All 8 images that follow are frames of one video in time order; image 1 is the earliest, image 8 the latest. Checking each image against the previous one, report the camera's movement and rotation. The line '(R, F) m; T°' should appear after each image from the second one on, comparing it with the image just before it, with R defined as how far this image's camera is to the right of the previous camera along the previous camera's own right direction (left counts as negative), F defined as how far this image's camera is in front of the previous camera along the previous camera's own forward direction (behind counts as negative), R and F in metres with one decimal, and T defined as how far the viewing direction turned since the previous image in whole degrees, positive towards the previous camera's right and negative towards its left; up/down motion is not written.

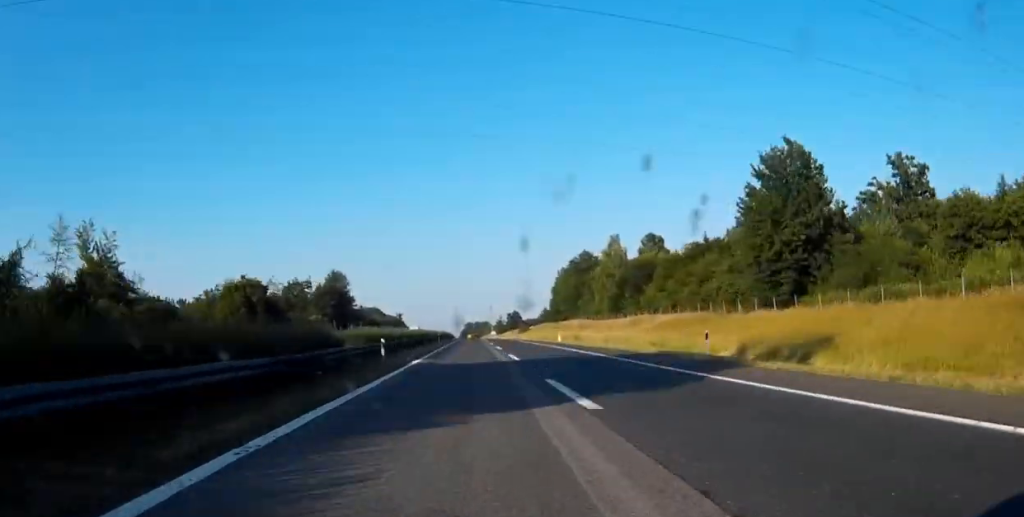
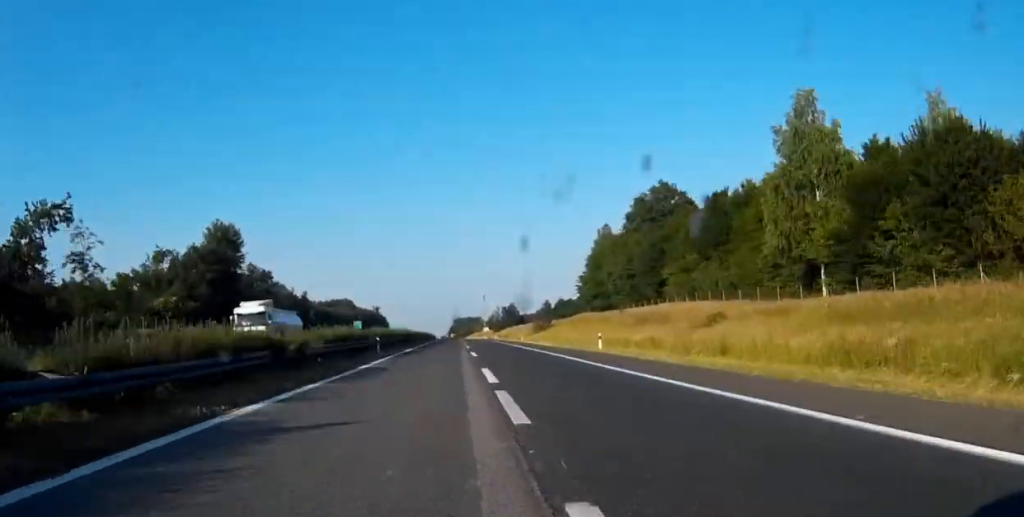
(-0.1, +71.1) m; -1°
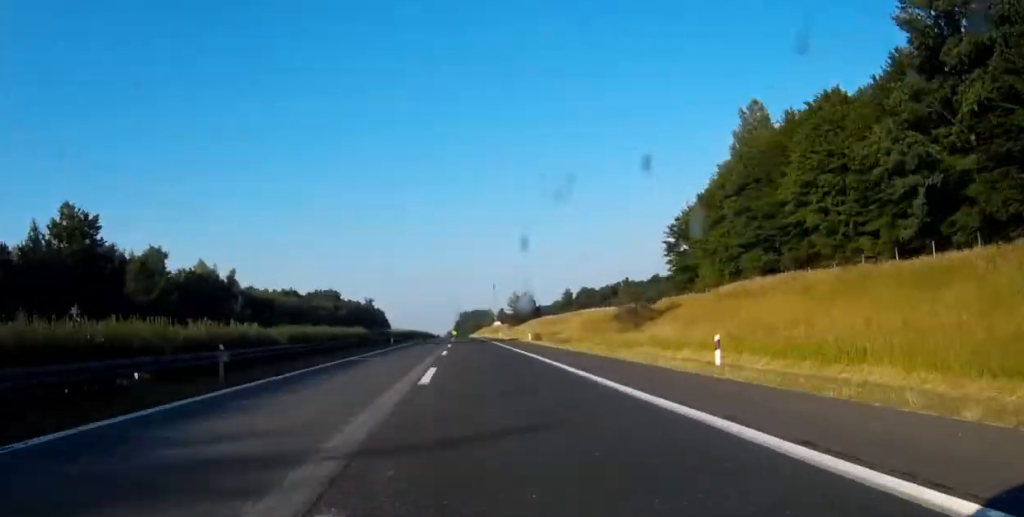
(+0.1, +60.6) m; 0°
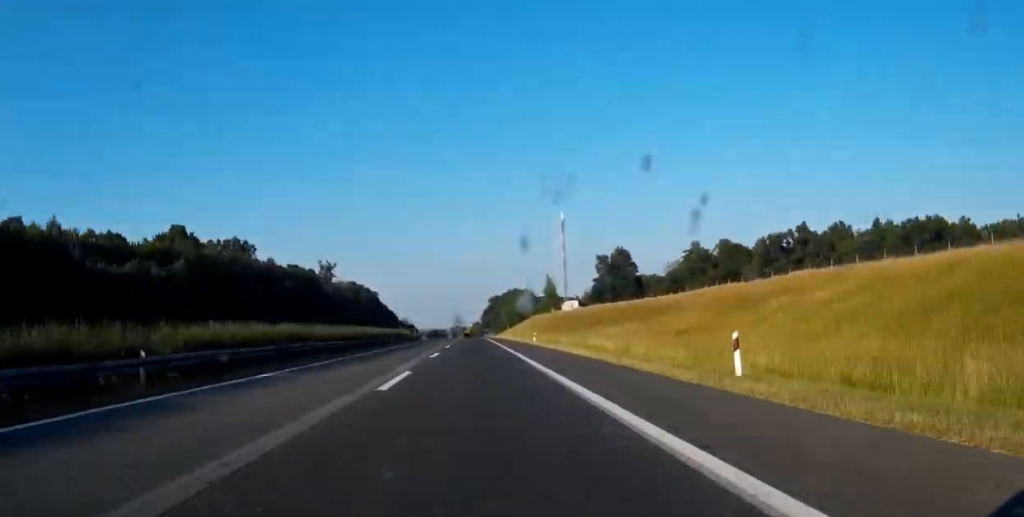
(-3.0, +180.7) m; -2°
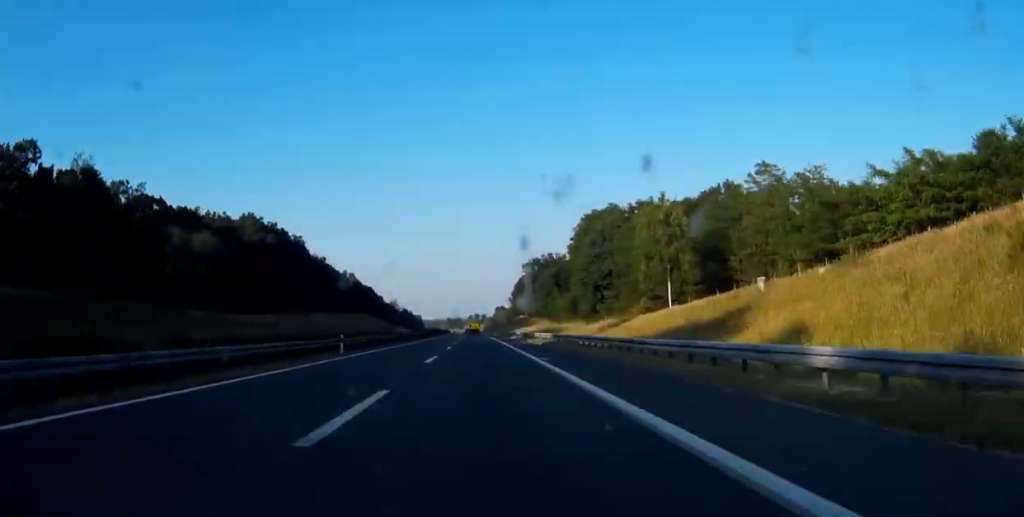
(-3.0, +240.3) m; -1°
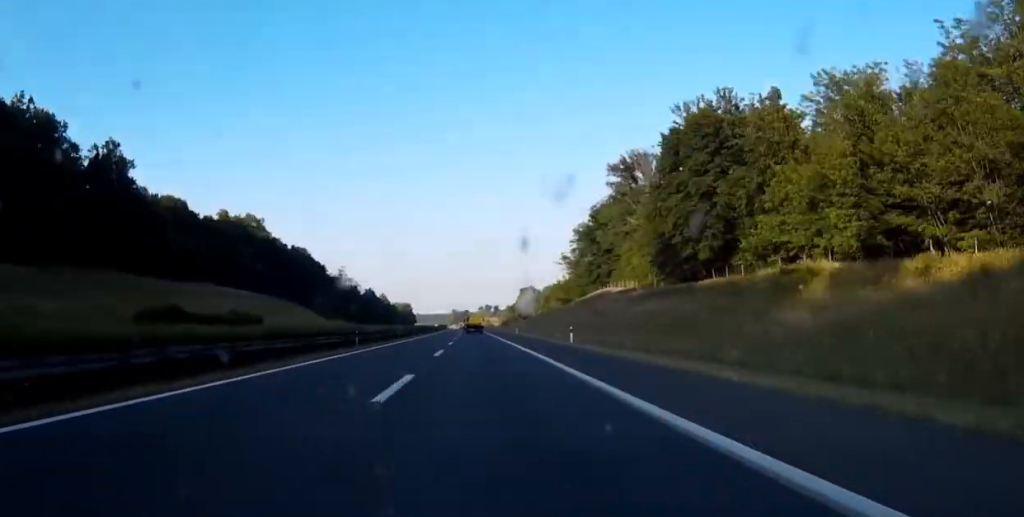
(-1.5, +181.8) m; -1°
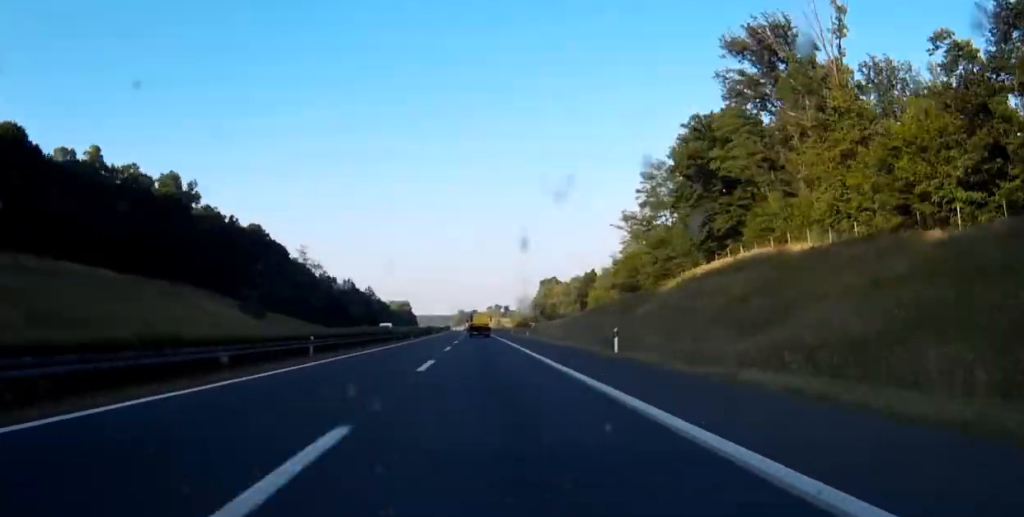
(+0.1, +61.2) m; -1°
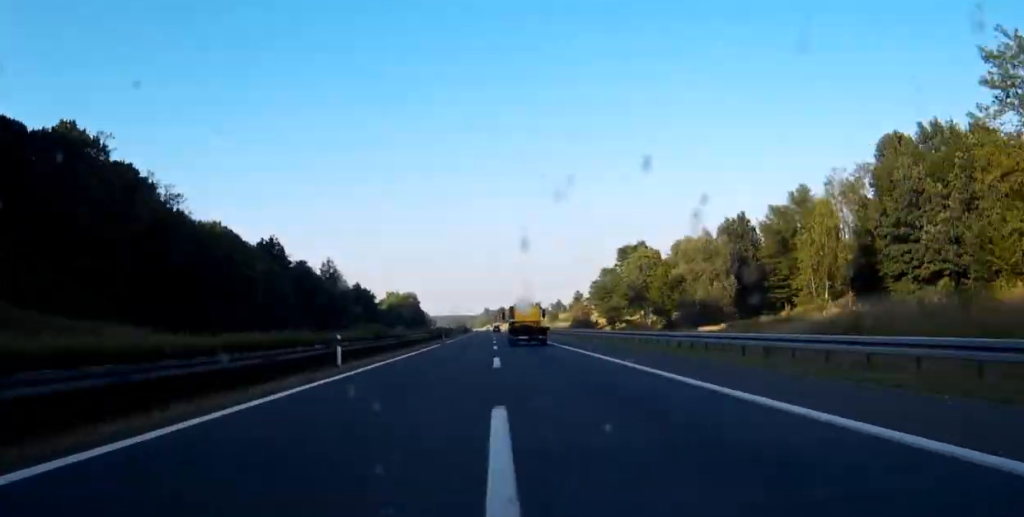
(-1.6, +108.6) m; 0°
